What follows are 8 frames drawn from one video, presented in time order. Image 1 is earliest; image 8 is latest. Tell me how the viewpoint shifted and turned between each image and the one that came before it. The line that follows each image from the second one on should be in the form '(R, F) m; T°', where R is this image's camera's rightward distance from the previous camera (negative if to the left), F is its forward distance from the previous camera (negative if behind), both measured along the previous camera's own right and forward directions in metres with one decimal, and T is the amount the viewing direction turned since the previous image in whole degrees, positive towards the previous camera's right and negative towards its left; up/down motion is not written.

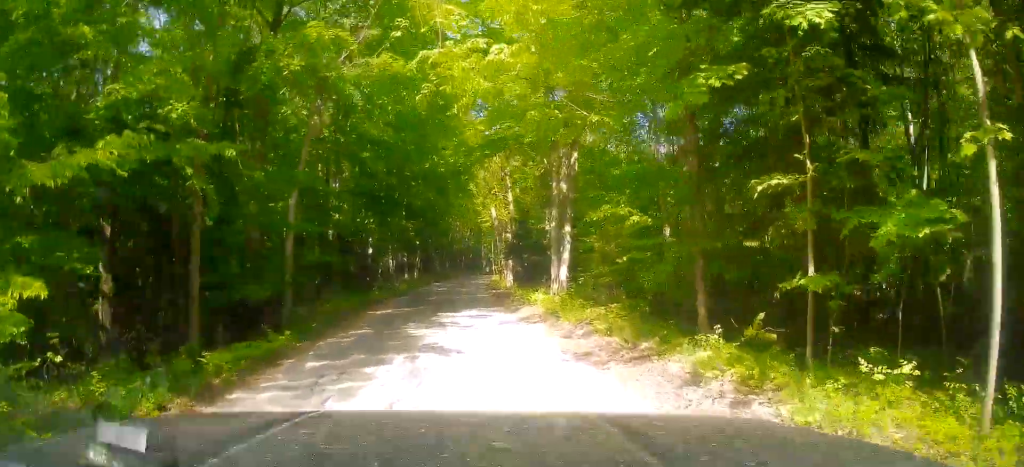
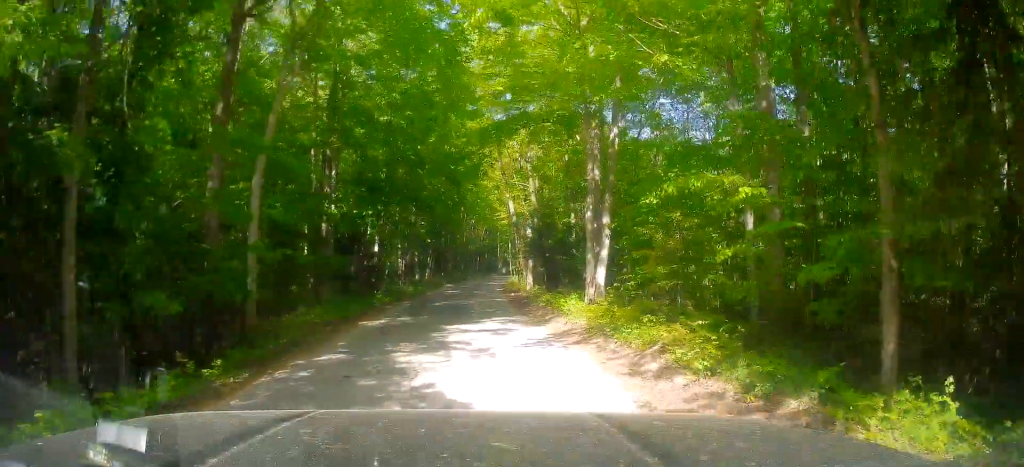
(+0.7, +5.5) m; +2°
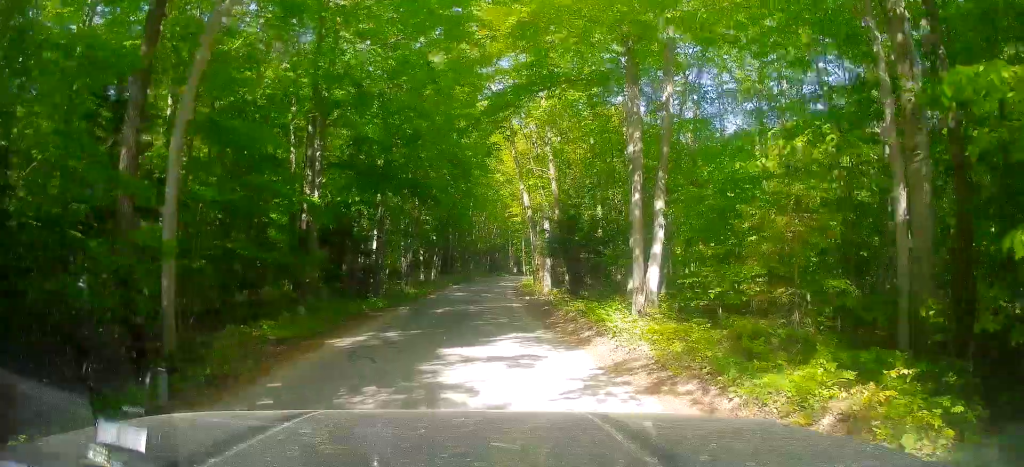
(-0.1, +5.9) m; 0°
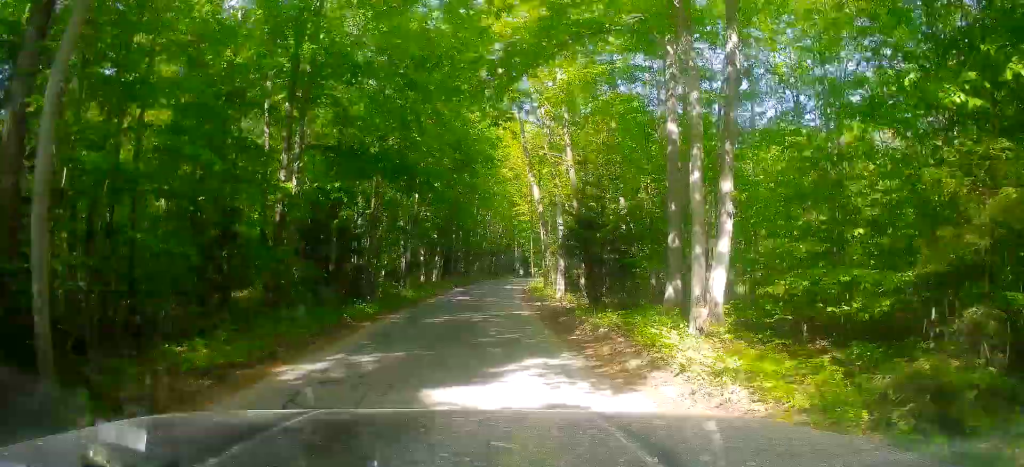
(-0.3, +4.6) m; -1°
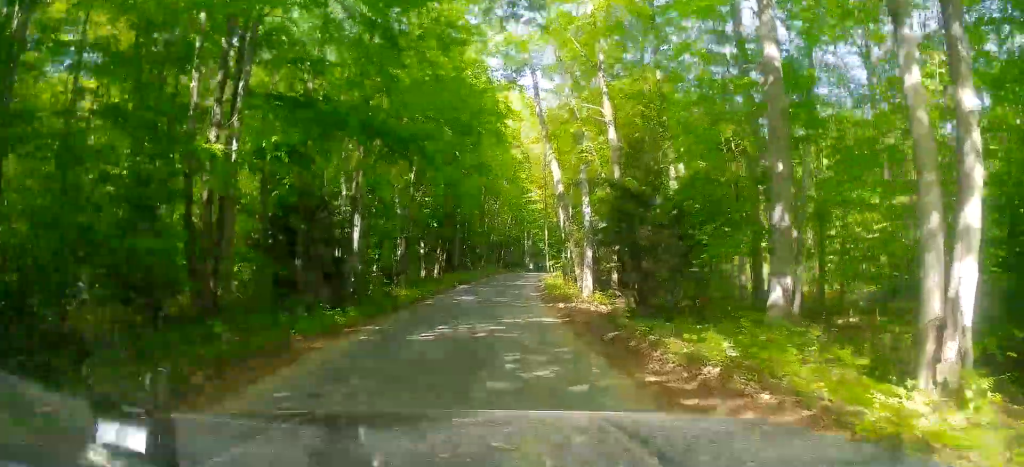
(+0.2, +7.1) m; -1°
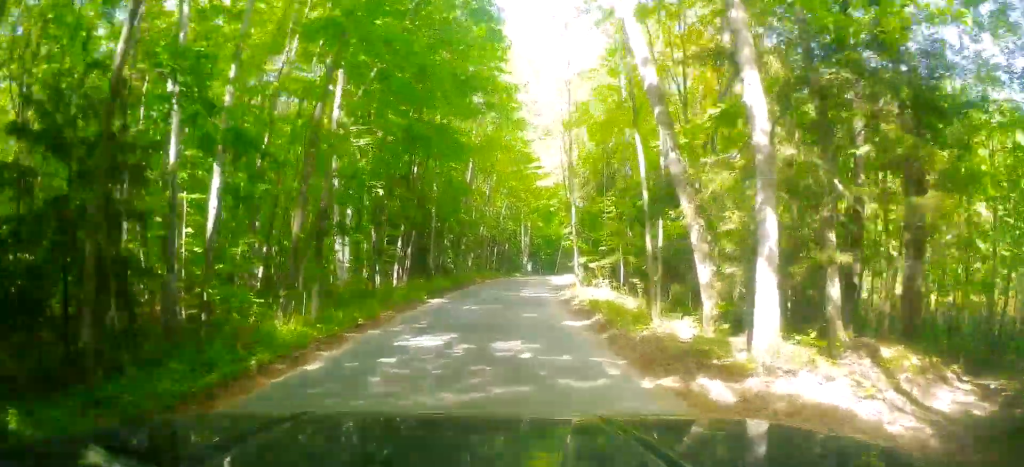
(-0.4, +19.3) m; 0°
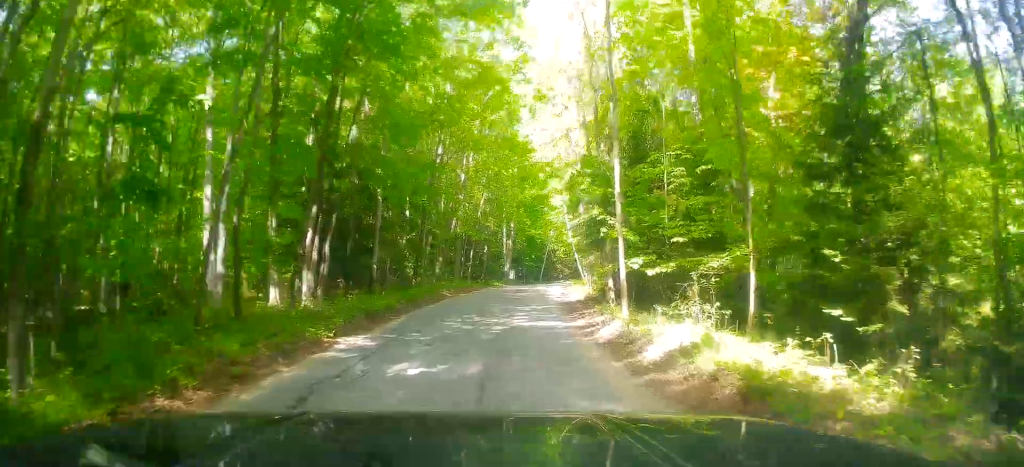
(+0.4, +13.5) m; +3°
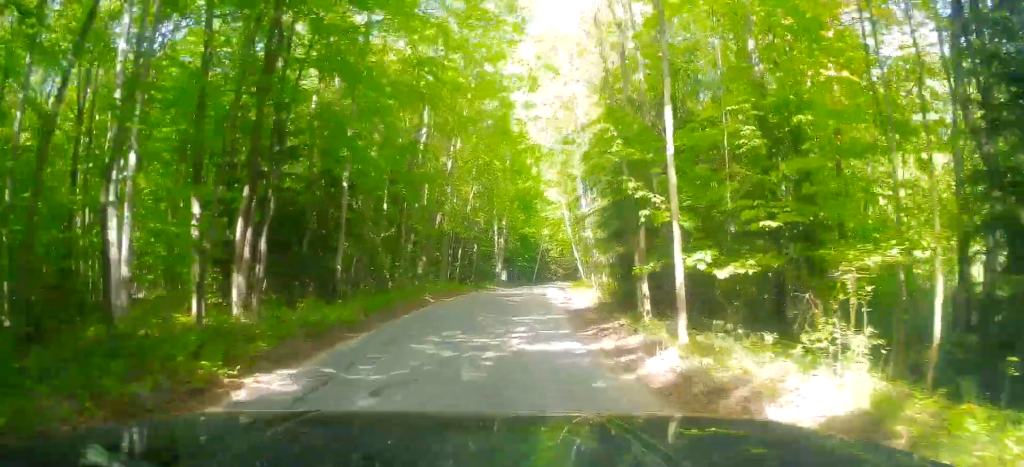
(+0.1, +5.5) m; +4°
